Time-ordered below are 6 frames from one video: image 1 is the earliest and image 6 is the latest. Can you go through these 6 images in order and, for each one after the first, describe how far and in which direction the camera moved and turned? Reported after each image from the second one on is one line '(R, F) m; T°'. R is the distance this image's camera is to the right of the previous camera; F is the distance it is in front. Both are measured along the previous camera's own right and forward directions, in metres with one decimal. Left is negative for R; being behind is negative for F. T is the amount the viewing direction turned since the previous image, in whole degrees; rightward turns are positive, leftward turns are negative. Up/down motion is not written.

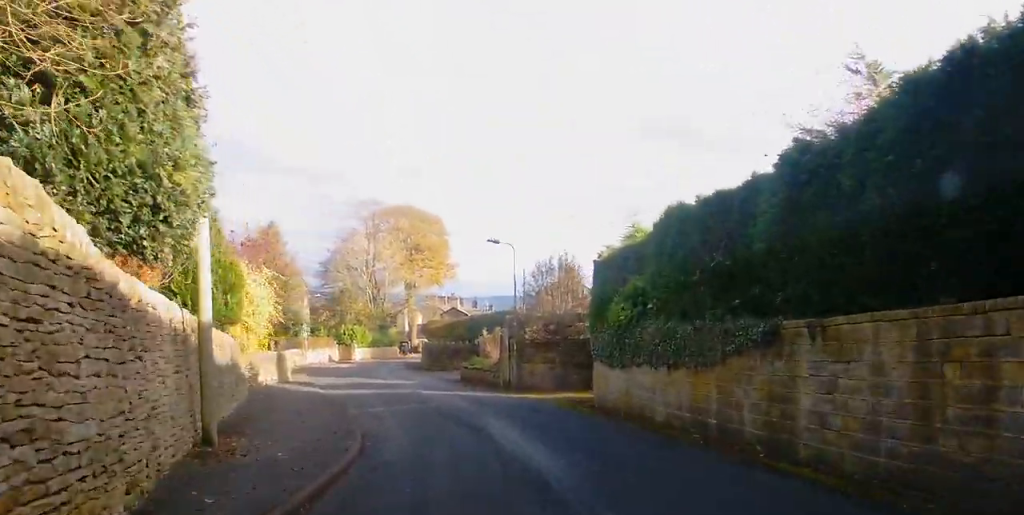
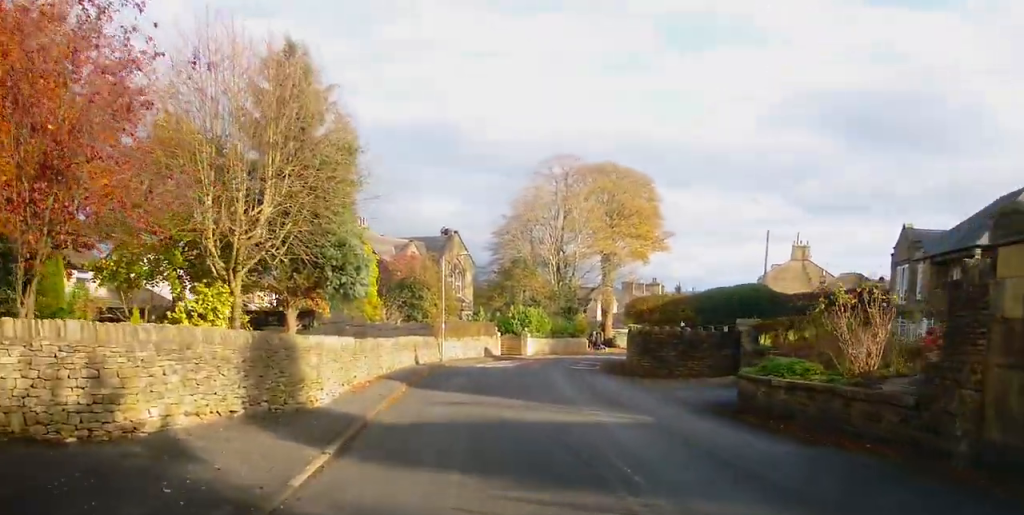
(-1.3, +21.4) m; -9°
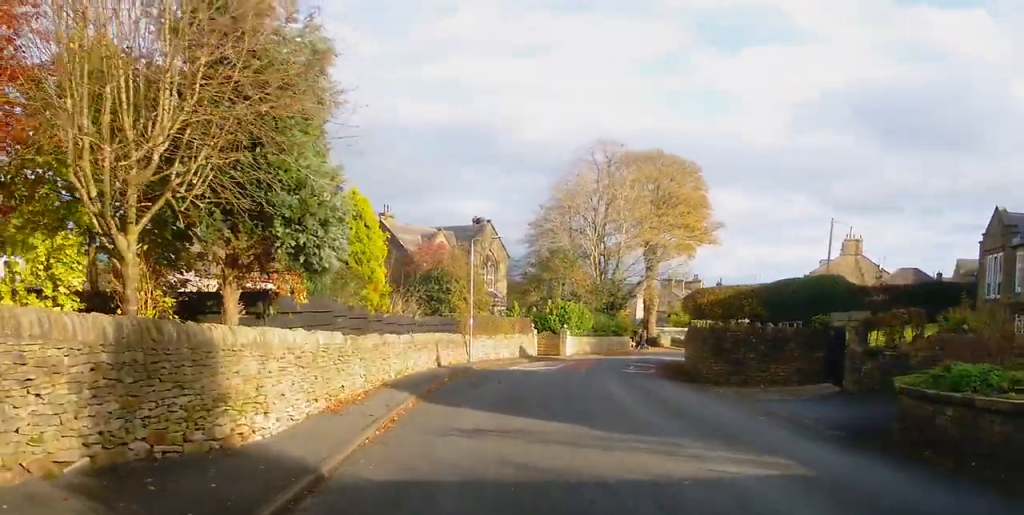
(-0.3, +5.5) m; -4°
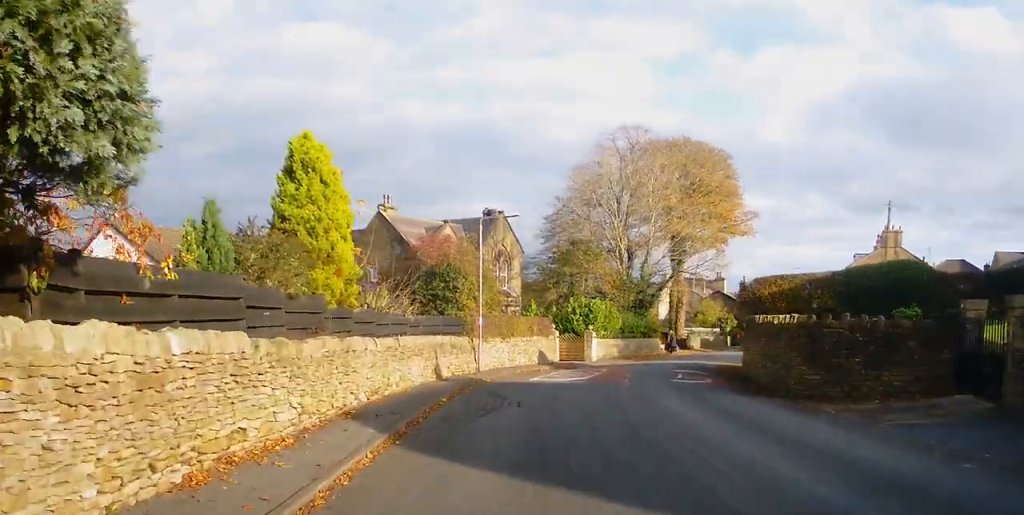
(-0.6, +6.5) m; -2°
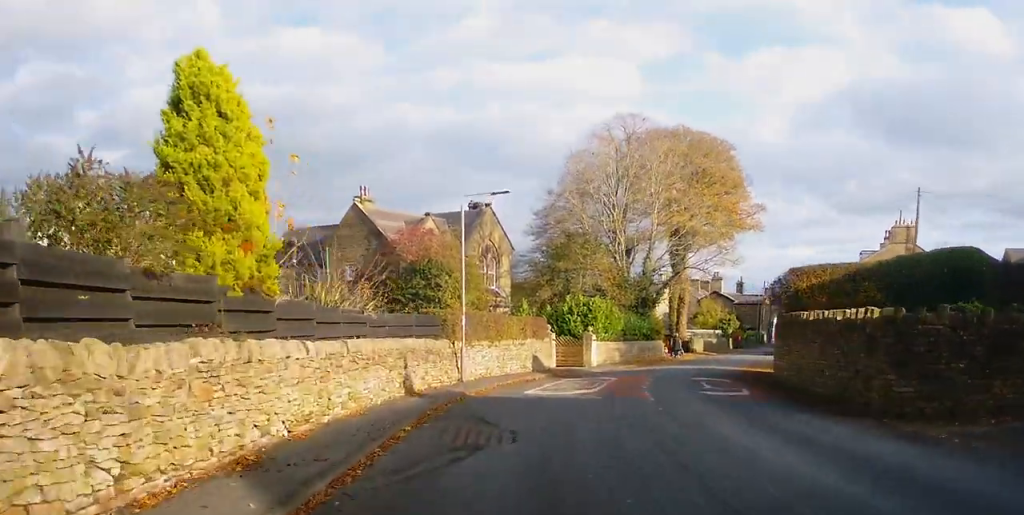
(+0.3, +4.7) m; +3°
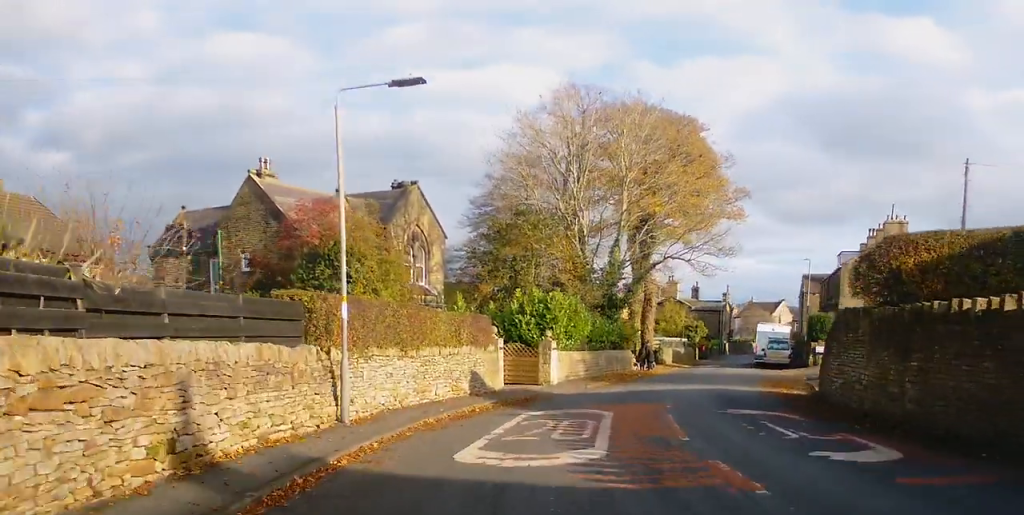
(+0.5, +9.8) m; +4°
